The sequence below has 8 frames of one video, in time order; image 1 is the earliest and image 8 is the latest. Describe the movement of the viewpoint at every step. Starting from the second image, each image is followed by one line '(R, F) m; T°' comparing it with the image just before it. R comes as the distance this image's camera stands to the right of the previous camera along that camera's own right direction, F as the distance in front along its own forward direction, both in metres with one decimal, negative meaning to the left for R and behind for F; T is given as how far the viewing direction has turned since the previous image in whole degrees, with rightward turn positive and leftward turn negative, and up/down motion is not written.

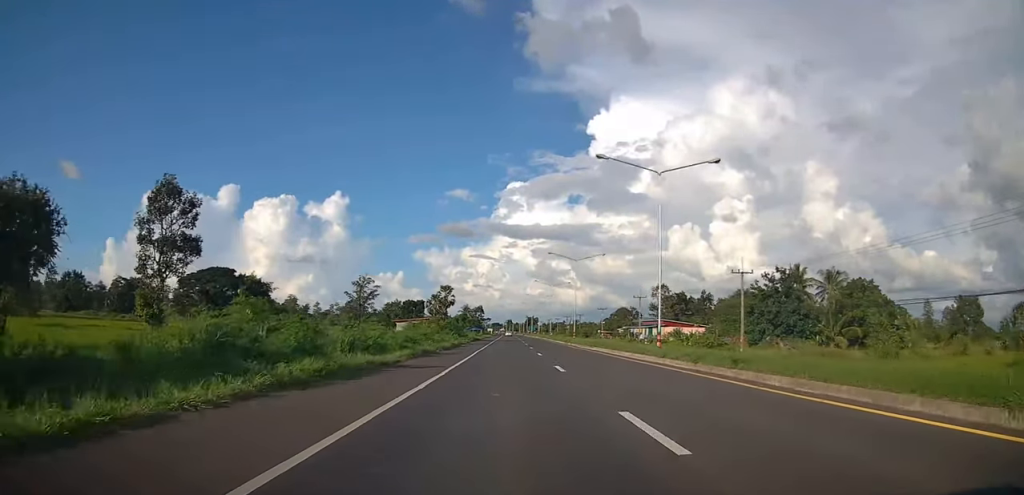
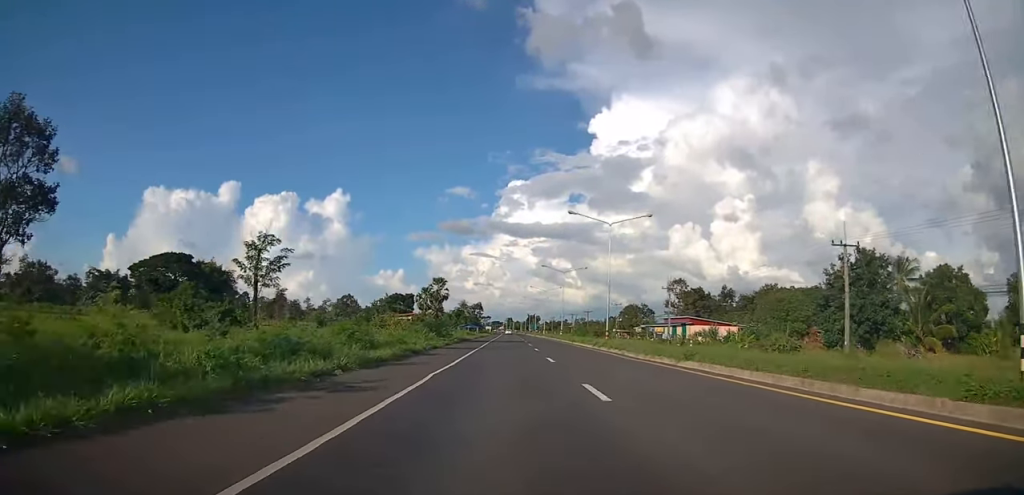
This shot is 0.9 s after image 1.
(0.0, +20.1) m; 0°
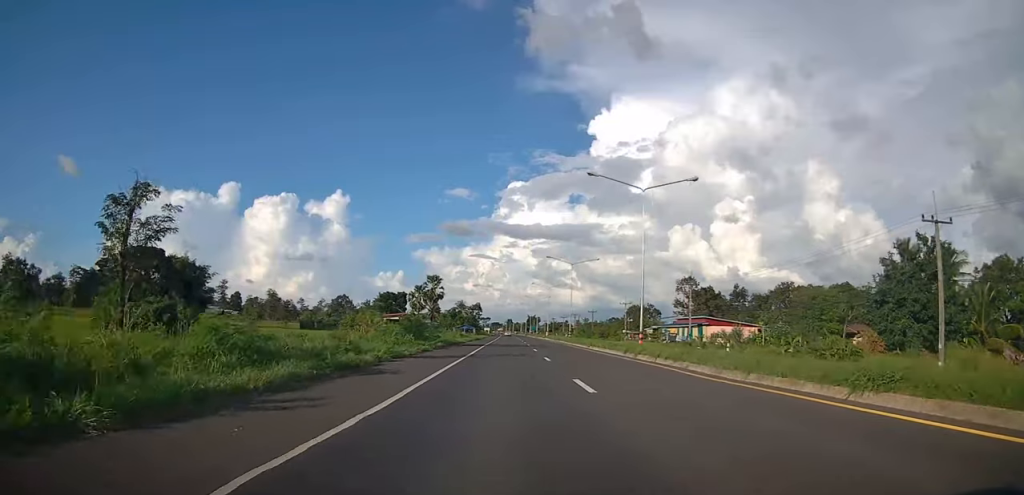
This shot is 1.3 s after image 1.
(0.0, +10.5) m; 0°
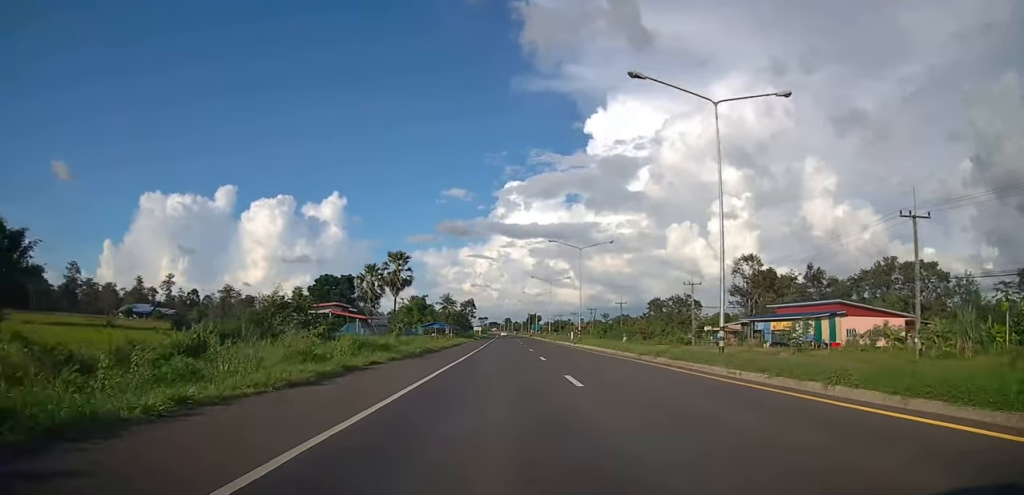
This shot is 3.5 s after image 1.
(-0.2, +46.9) m; -1°
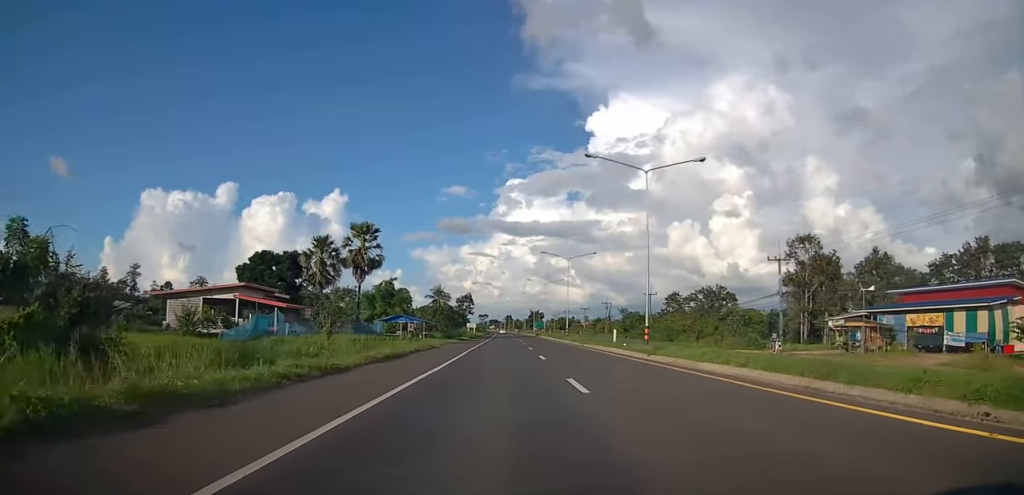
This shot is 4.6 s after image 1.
(0.0, +25.7) m; +2°
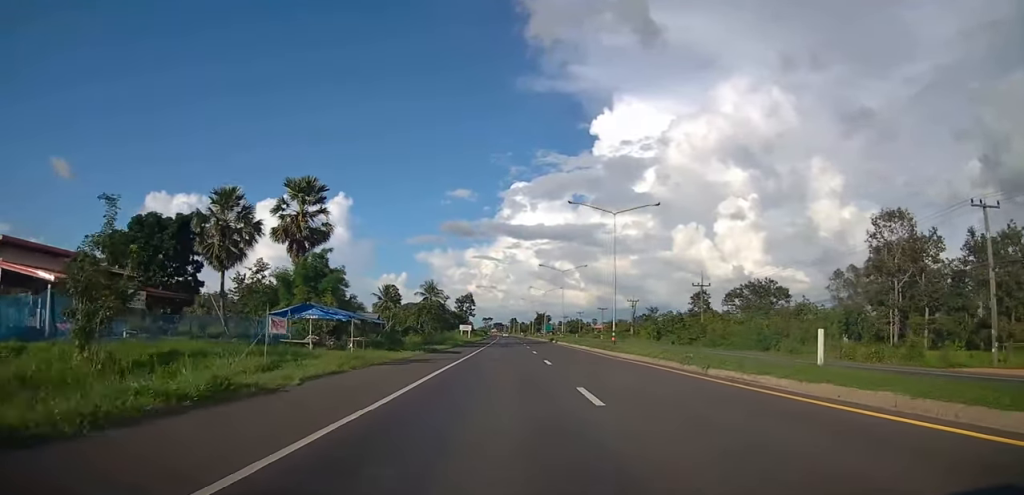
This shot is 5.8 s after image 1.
(+0.5, +25.6) m; -1°
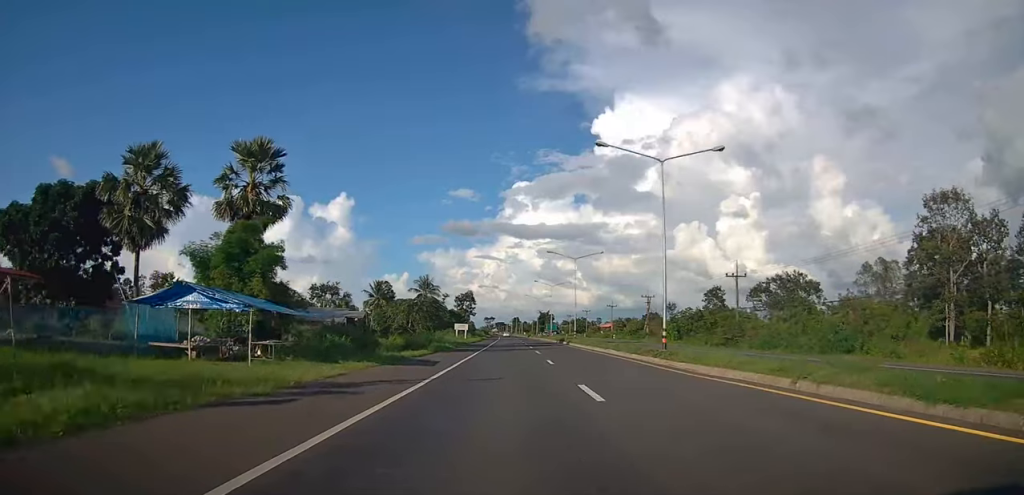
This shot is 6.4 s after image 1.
(-0.2, +11.5) m; -1°
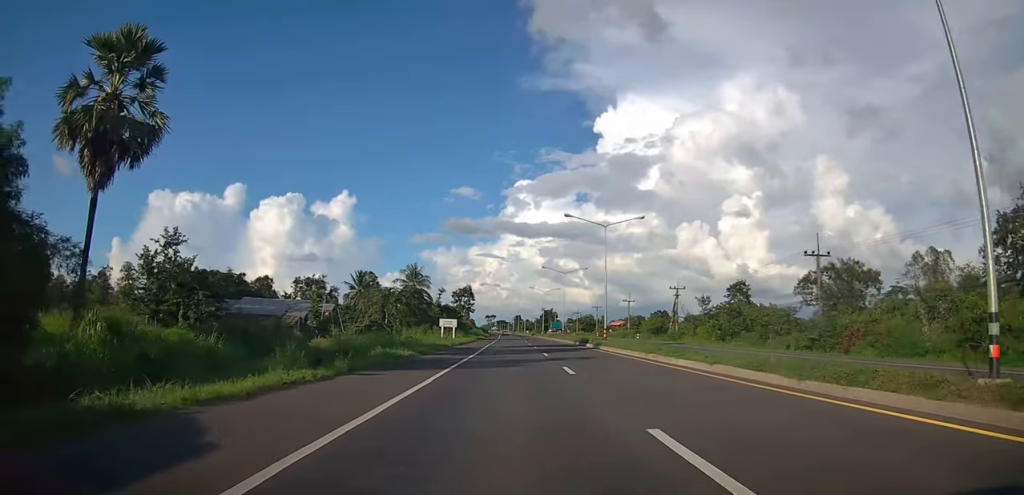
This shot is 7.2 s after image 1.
(-0.6, +18.1) m; 0°
